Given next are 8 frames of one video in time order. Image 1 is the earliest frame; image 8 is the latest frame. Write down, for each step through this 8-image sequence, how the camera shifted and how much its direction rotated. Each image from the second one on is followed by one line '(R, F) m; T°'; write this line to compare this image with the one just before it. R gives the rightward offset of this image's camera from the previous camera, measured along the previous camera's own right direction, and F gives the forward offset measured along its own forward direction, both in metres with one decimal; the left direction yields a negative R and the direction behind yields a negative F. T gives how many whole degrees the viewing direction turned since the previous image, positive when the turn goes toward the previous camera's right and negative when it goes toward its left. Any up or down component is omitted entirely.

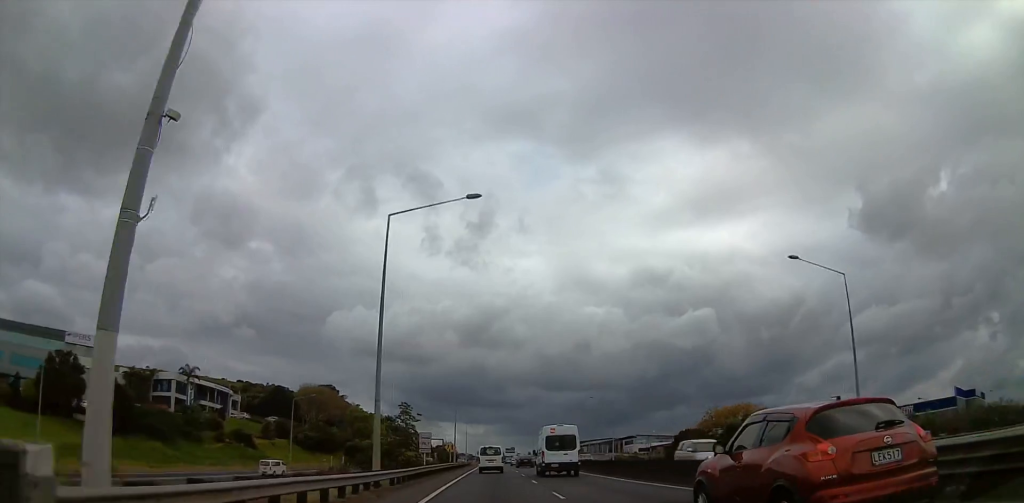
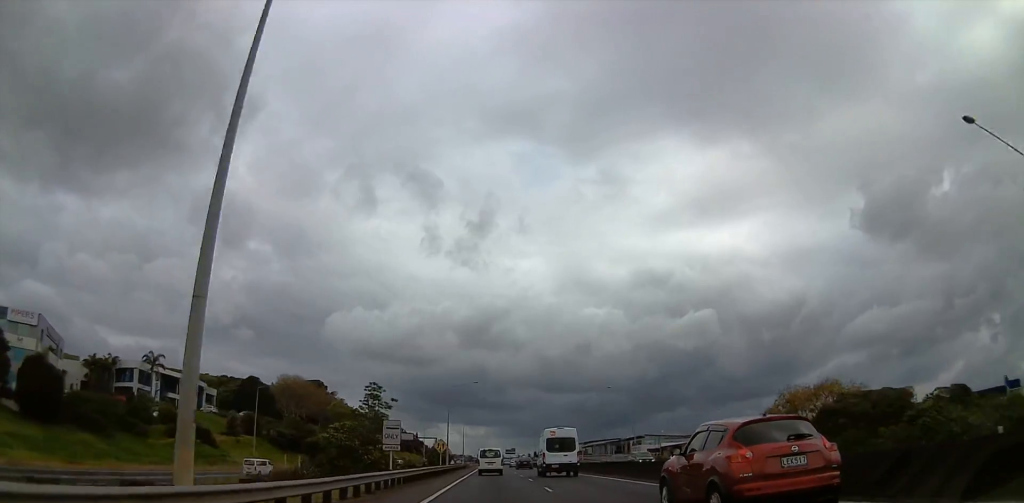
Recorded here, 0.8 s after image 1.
(+0.3, +17.2) m; +1°
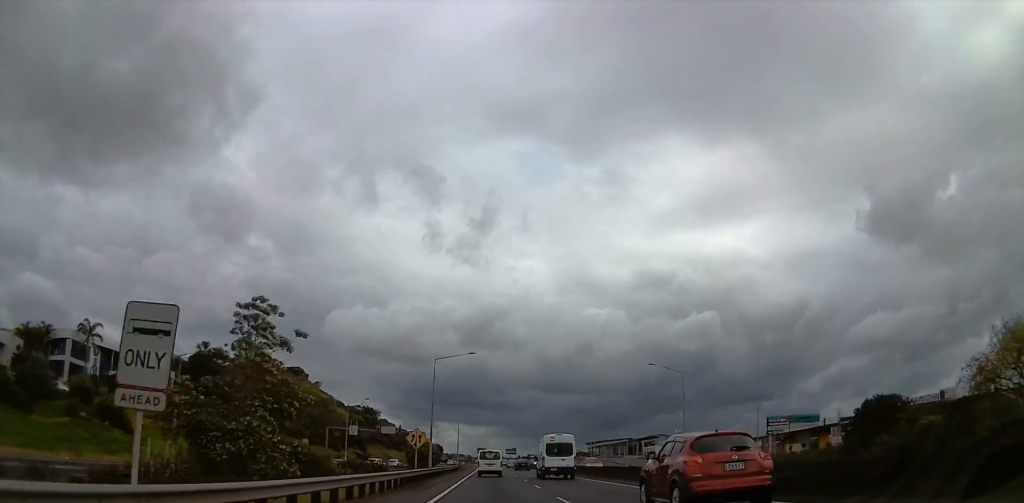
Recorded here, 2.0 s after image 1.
(+0.1, +24.3) m; 0°
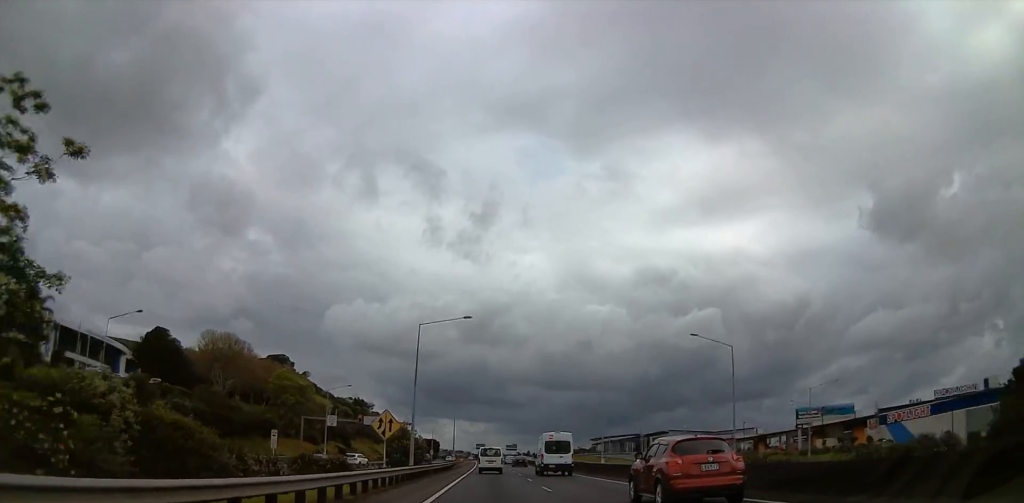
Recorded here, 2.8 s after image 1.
(0.0, +15.2) m; 0°
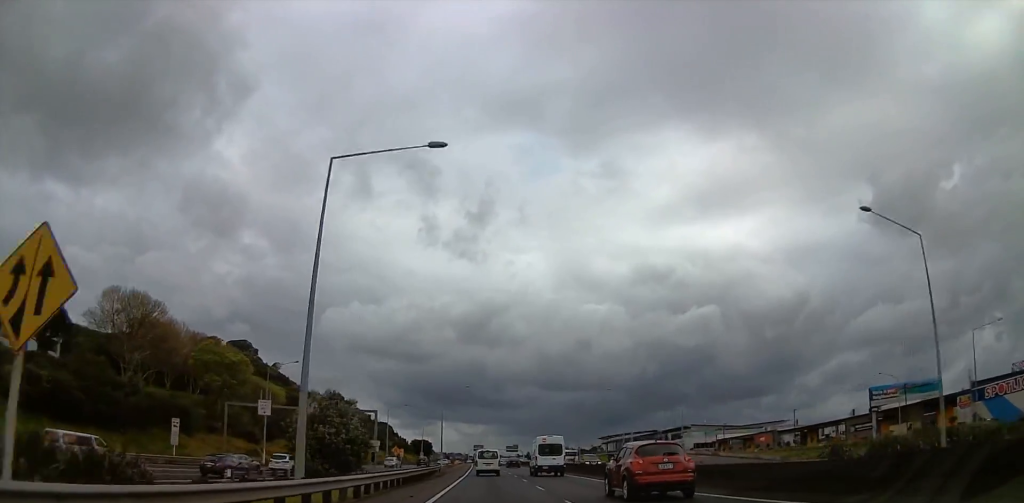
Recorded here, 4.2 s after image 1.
(0.0, +27.4) m; 0°
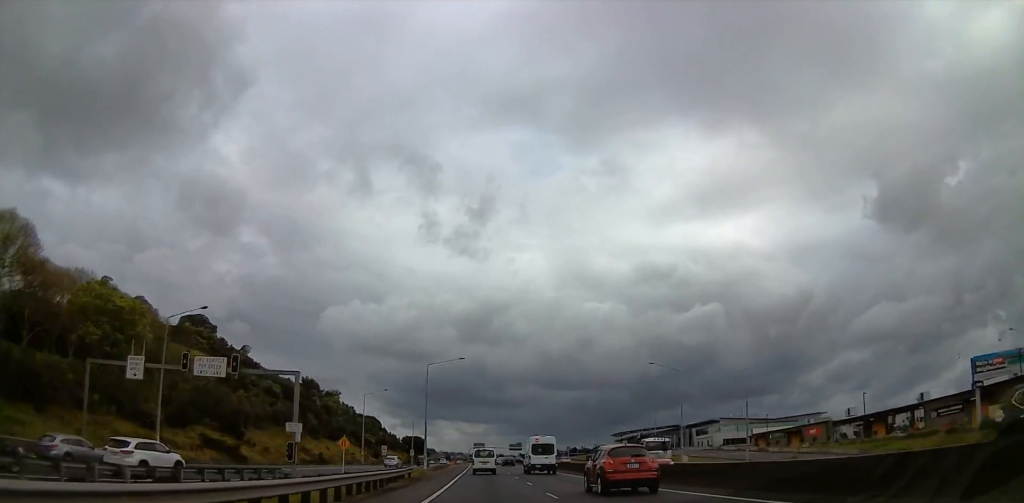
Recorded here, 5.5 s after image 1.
(0.0, +24.2) m; 0°
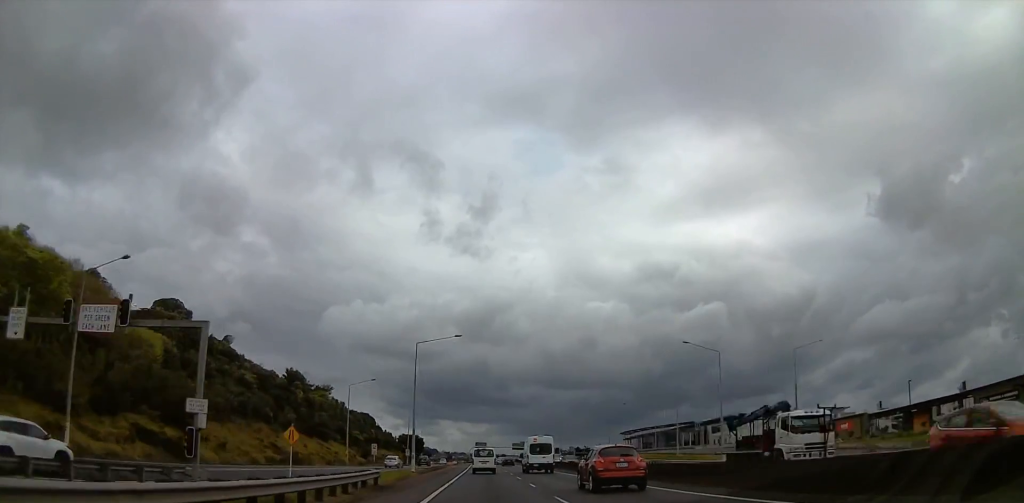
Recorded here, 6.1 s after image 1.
(0.0, +11.8) m; 0°
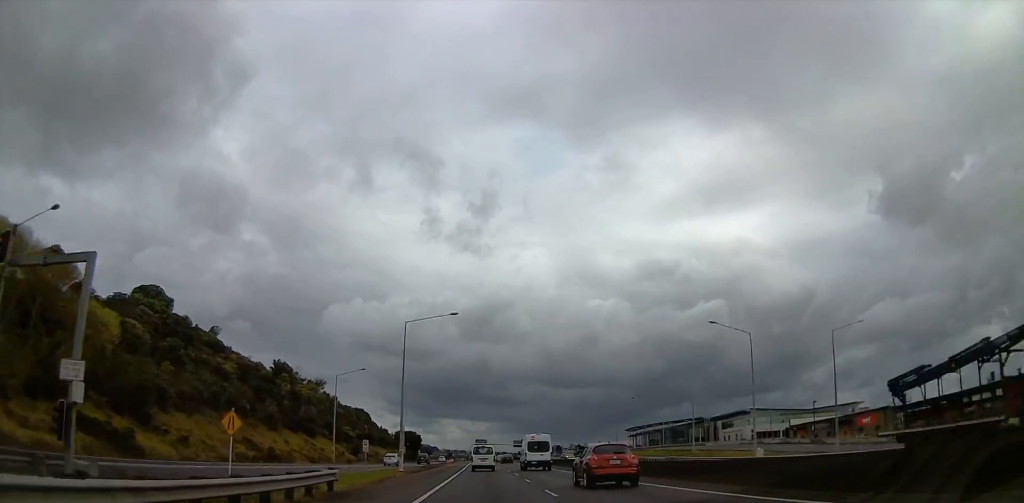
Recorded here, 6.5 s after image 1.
(0.0, +7.2) m; 0°
